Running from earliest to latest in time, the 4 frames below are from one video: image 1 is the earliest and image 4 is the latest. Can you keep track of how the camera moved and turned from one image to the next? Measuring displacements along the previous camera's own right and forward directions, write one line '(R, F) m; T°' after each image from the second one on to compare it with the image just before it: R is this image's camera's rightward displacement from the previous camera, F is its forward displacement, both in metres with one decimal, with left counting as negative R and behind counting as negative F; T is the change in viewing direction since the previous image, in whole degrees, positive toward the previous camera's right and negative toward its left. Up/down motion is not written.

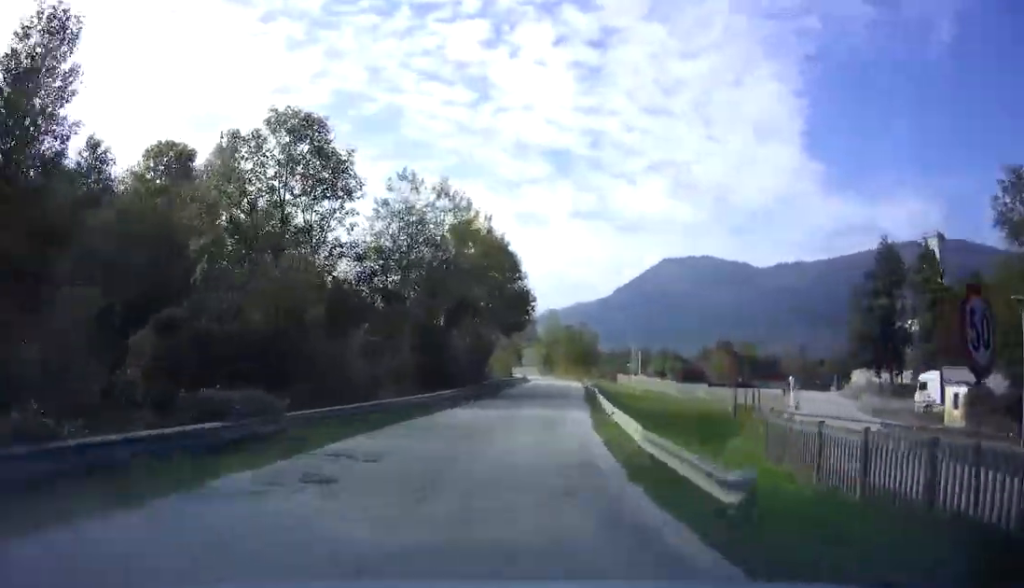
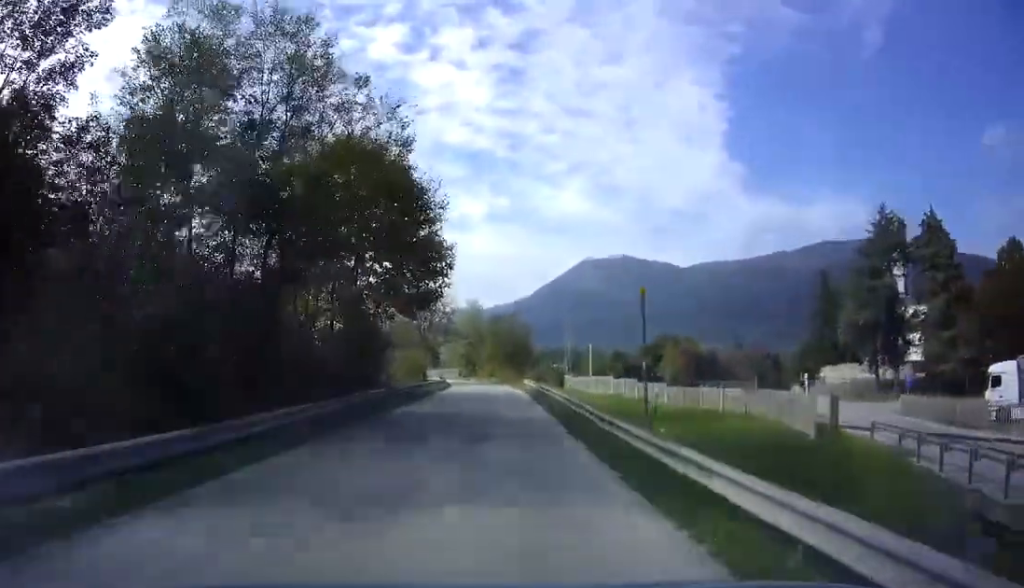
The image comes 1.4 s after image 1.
(+1.2, +17.9) m; +5°
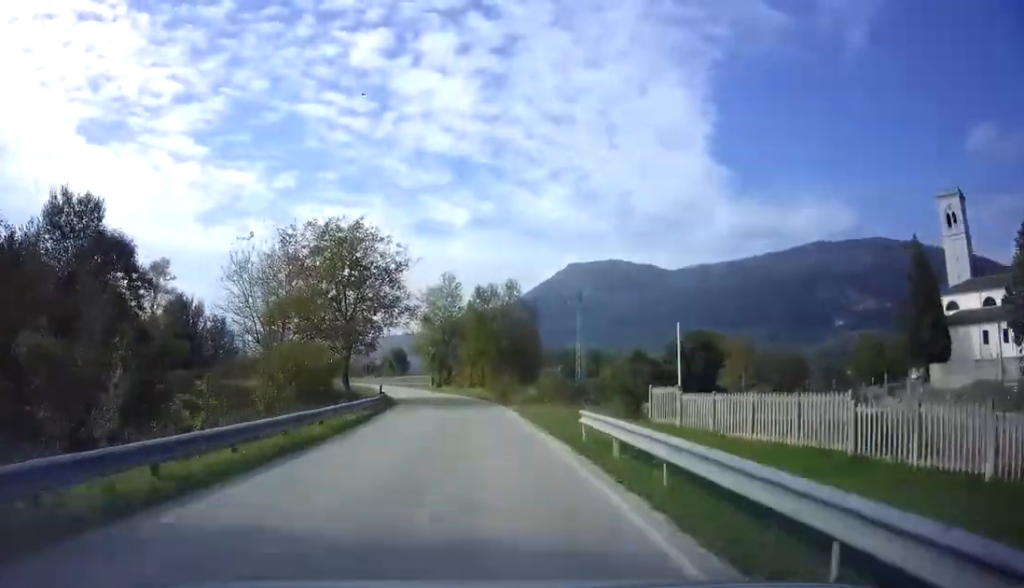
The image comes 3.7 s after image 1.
(+0.2, +32.5) m; 0°
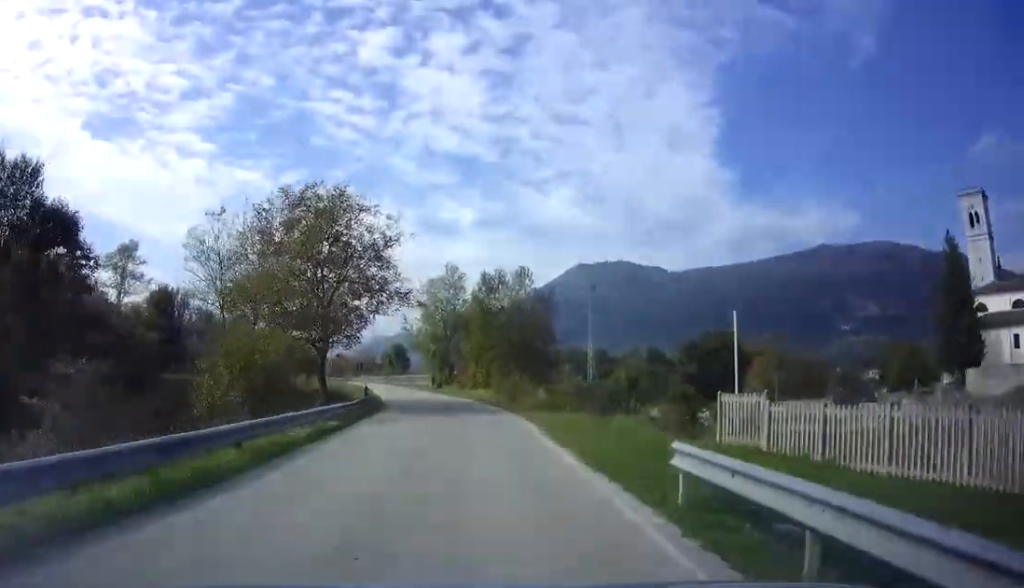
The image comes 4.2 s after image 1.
(0.0, +6.5) m; -1°
